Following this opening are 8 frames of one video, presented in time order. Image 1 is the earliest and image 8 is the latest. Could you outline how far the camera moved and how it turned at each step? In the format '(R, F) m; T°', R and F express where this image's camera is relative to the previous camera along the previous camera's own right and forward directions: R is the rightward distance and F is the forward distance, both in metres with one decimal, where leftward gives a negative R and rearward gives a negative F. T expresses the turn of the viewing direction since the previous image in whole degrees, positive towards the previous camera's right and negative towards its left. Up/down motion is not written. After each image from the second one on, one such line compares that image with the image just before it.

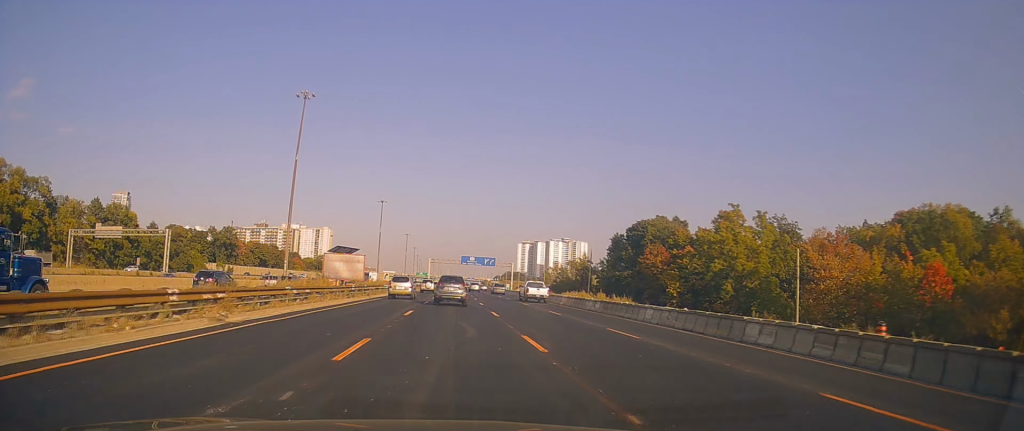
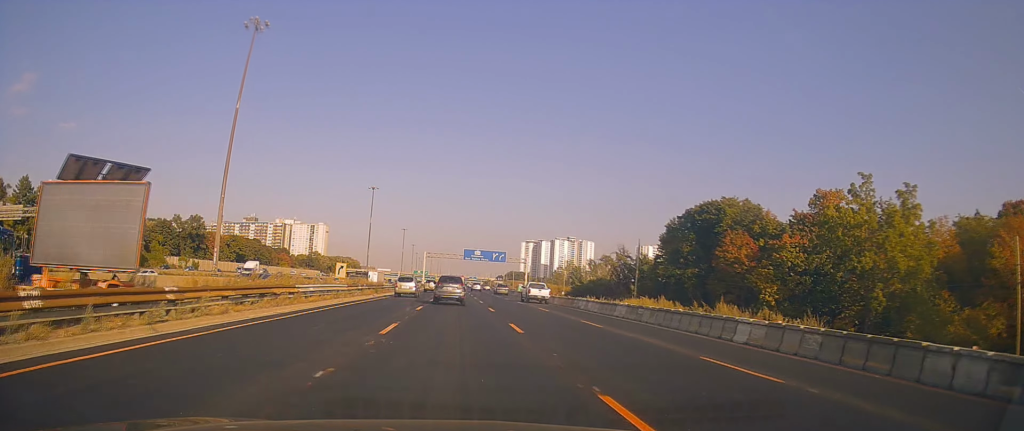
(0.0, +31.7) m; 0°
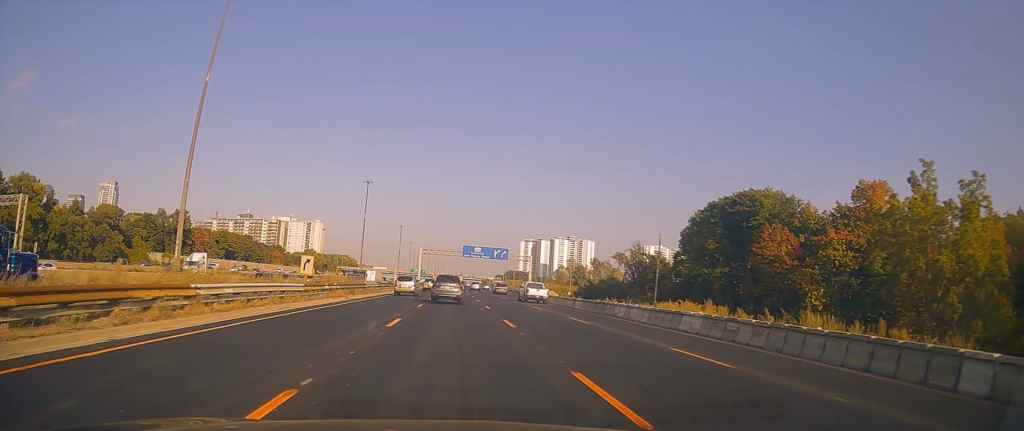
(0.0, +10.4) m; 0°
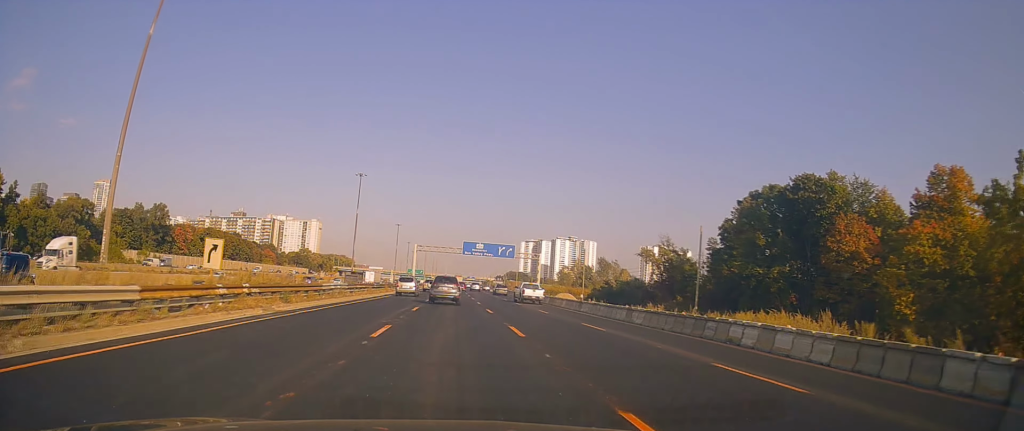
(0.0, +14.7) m; 0°
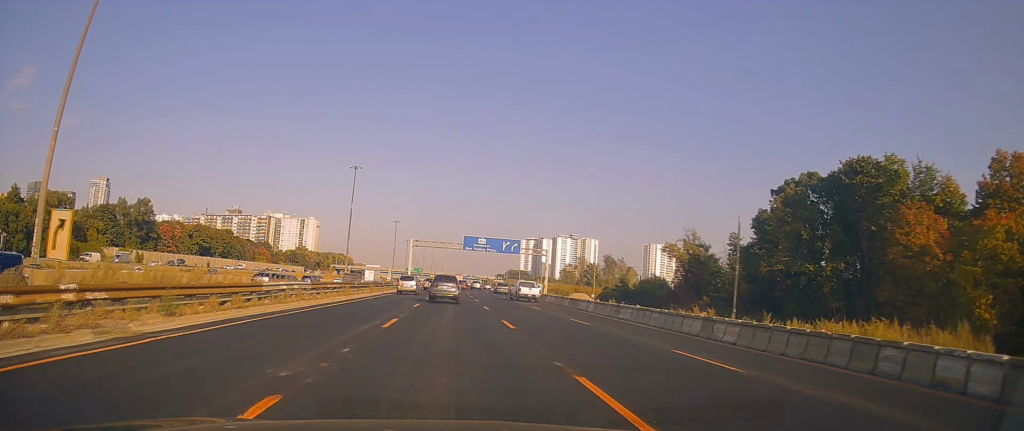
(-0.1, +9.9) m; +1°
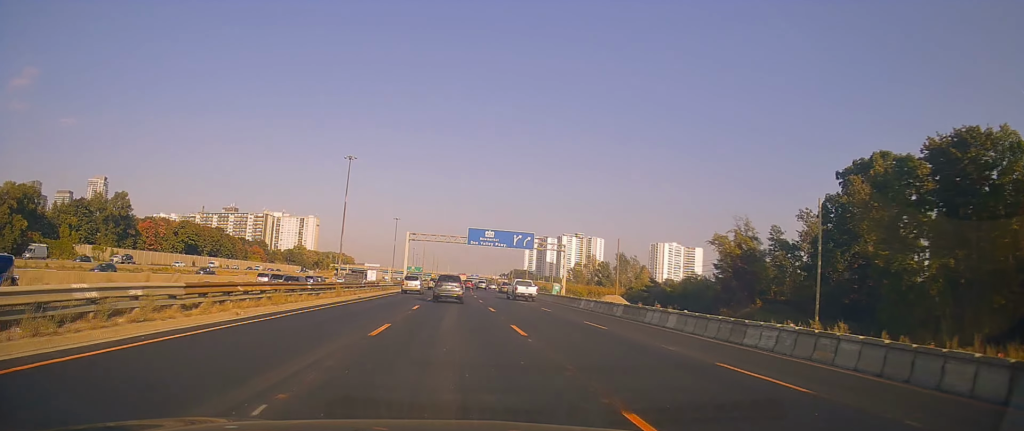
(+0.1, +14.3) m; +1°
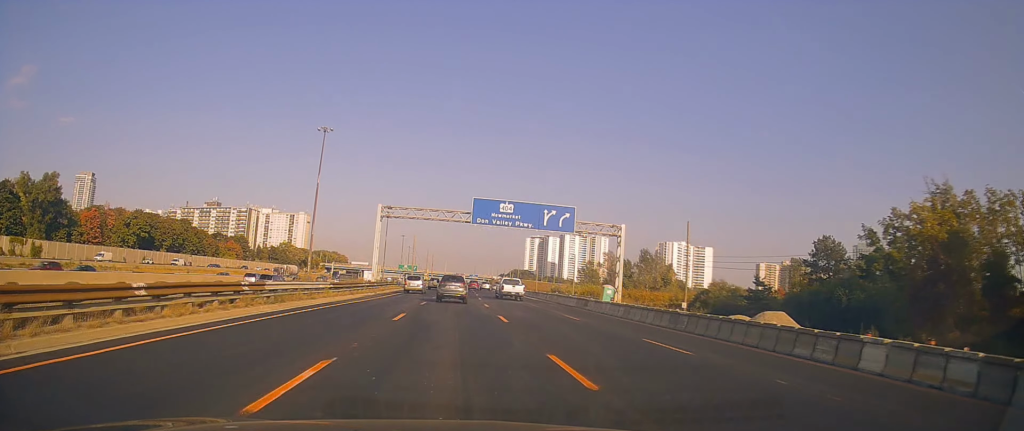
(+0.5, +31.4) m; 0°
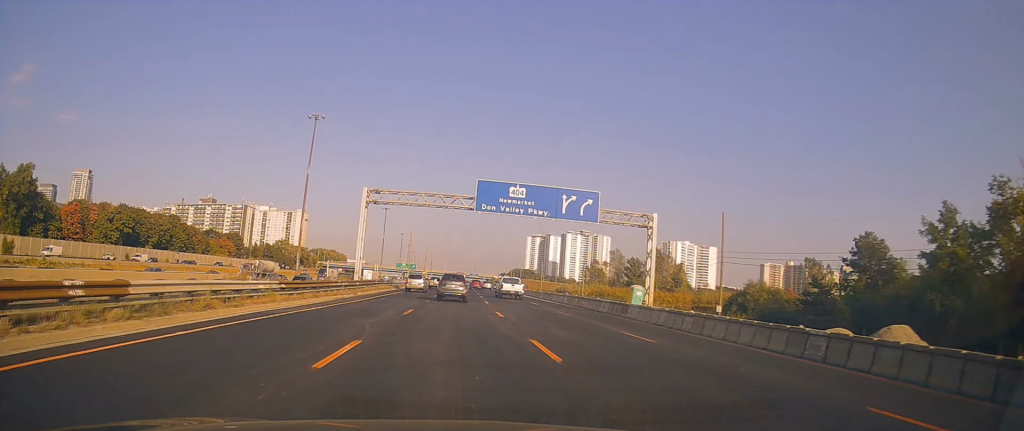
(0.0, +9.6) m; -1°
